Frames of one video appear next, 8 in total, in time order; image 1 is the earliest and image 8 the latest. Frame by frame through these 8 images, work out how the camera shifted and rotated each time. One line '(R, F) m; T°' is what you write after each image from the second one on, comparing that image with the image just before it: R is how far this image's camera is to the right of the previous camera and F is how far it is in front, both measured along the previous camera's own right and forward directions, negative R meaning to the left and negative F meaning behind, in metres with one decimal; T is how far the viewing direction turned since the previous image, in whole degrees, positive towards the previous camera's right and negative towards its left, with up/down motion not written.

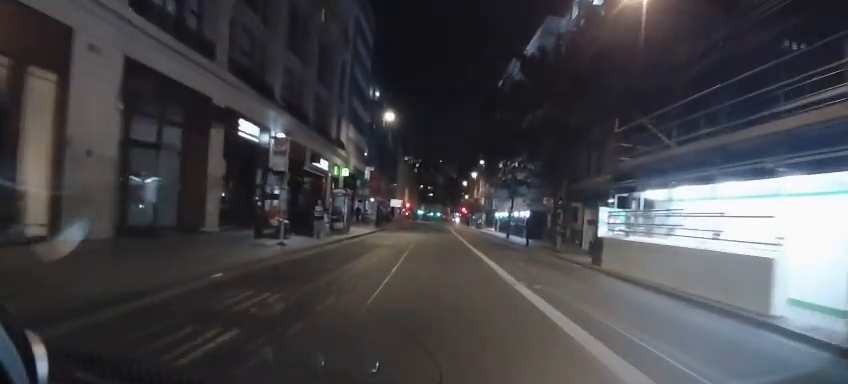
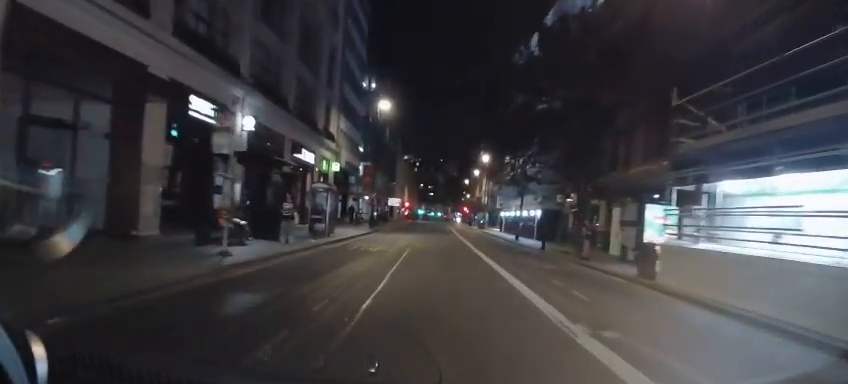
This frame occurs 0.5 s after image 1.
(+0.1, +5.0) m; -1°
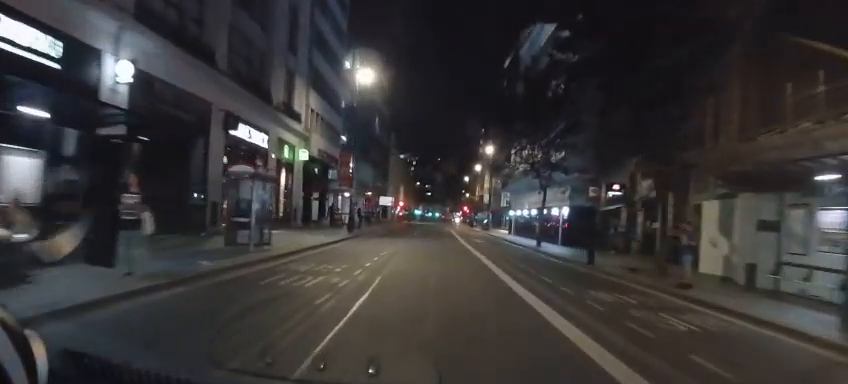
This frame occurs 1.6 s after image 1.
(-0.7, +9.8) m; -1°
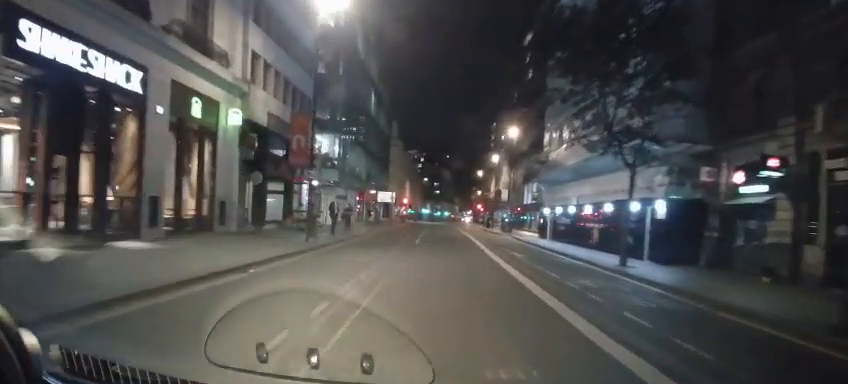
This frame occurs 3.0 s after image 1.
(+0.6, +13.2) m; +2°
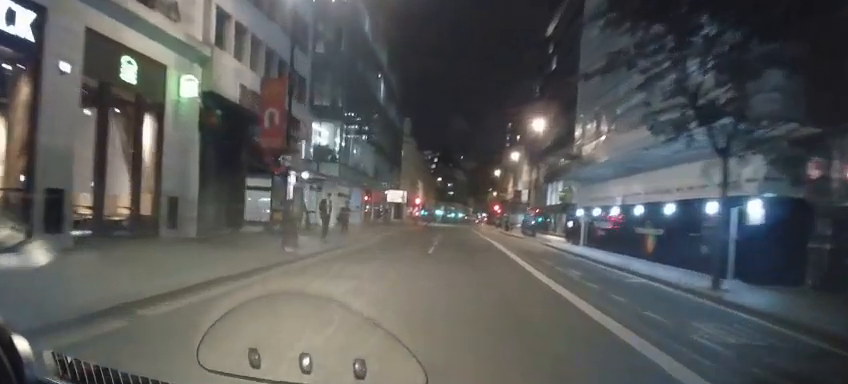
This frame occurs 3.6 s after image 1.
(0.0, +5.5) m; 0°
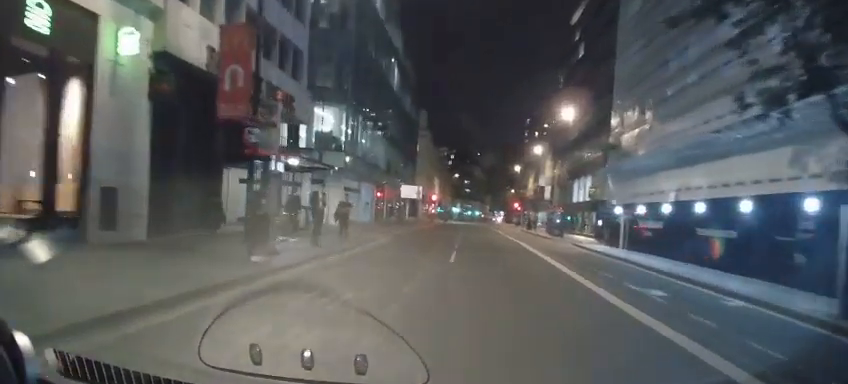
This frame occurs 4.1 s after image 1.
(-0.1, +4.5) m; +2°
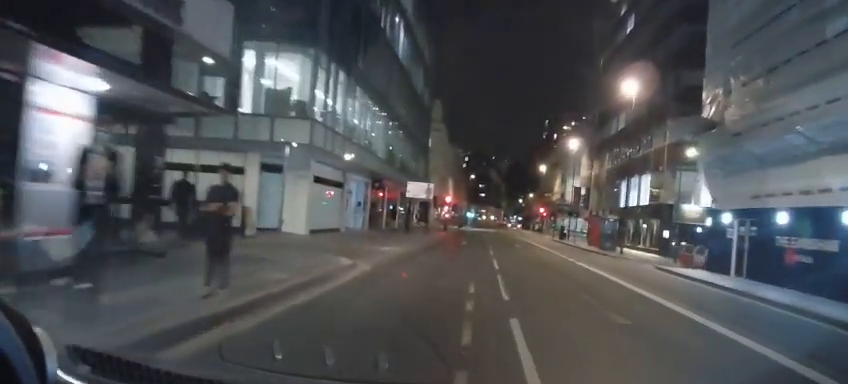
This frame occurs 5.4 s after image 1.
(+0.5, +11.4) m; +1°
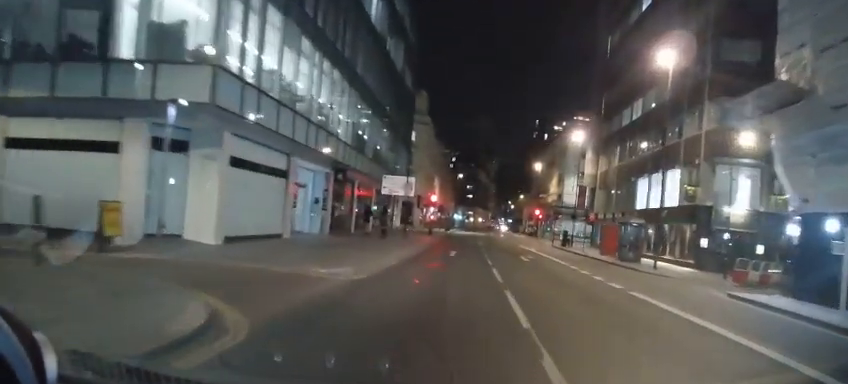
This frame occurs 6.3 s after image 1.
(-0.5, +7.0) m; -1°
